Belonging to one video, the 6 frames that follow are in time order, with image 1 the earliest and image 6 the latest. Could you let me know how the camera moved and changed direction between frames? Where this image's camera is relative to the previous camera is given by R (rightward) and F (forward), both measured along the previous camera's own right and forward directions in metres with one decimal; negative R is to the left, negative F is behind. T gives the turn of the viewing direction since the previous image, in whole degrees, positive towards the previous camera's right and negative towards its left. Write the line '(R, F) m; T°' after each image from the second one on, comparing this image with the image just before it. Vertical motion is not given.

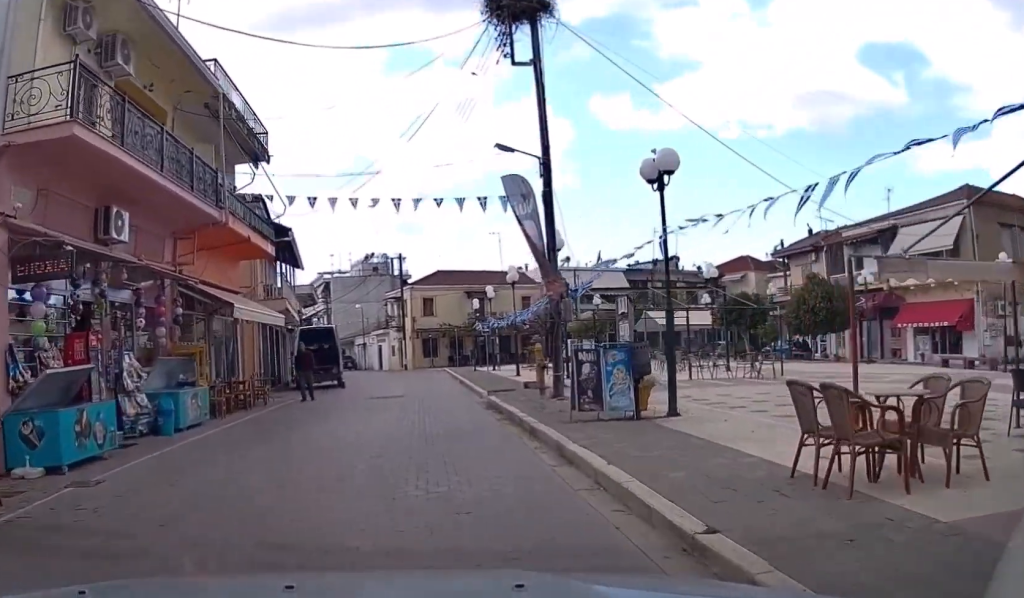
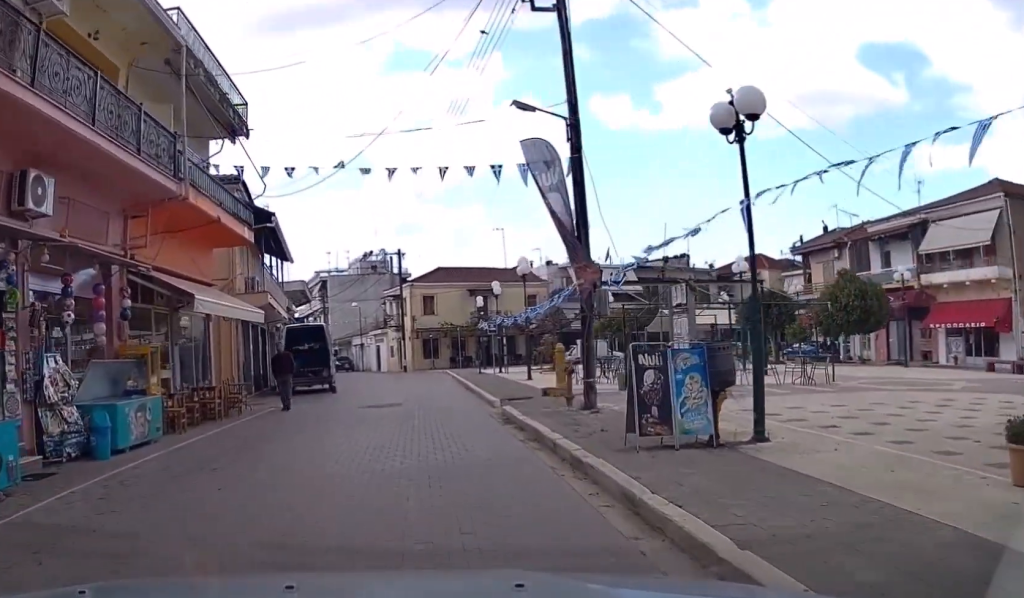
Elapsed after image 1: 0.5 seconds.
(0.0, +2.9) m; -1°
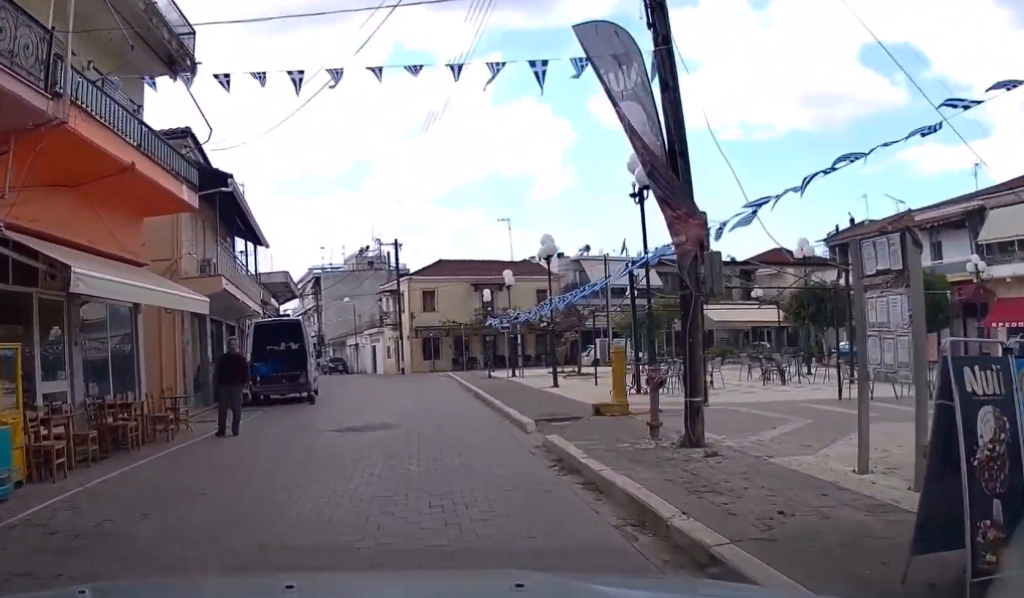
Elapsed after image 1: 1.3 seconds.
(-0.1, +5.0) m; -1°
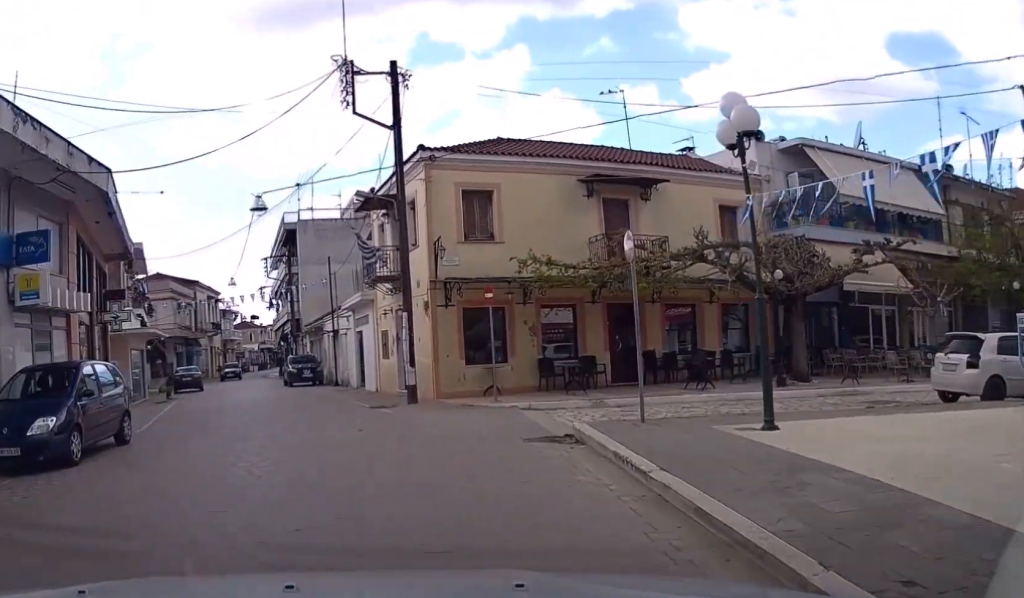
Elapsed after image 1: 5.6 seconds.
(+1.9, +30.6) m; +2°
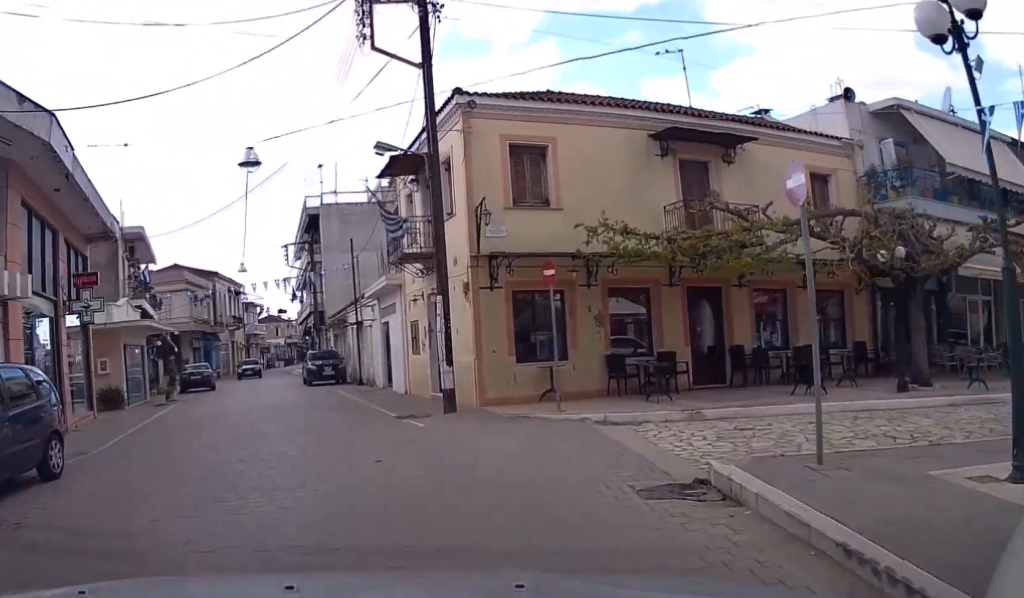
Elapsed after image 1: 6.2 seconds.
(-0.1, +4.3) m; -5°
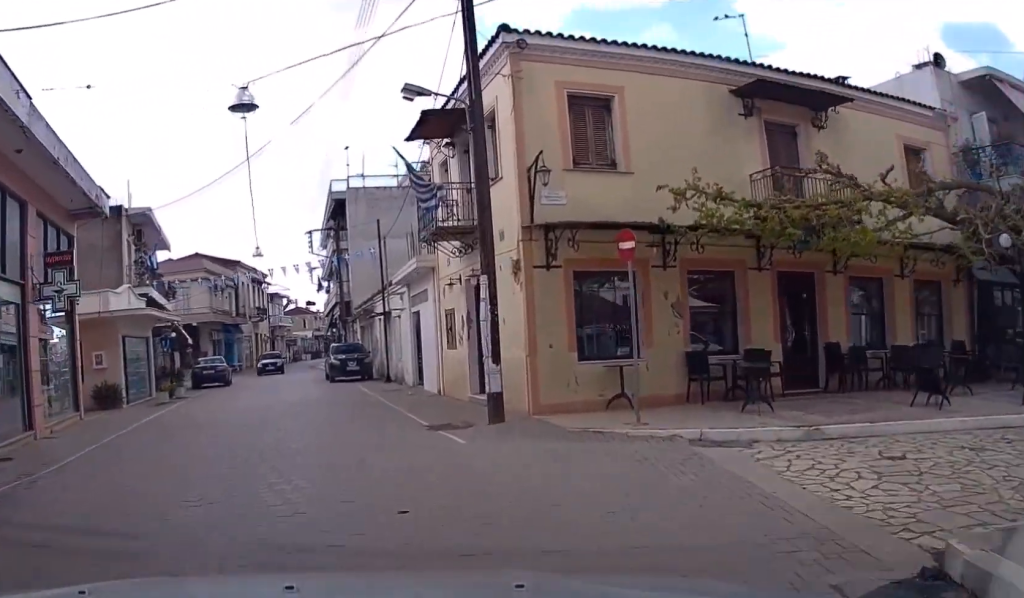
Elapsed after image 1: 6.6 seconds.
(-0.2, +3.2) m; -2°
